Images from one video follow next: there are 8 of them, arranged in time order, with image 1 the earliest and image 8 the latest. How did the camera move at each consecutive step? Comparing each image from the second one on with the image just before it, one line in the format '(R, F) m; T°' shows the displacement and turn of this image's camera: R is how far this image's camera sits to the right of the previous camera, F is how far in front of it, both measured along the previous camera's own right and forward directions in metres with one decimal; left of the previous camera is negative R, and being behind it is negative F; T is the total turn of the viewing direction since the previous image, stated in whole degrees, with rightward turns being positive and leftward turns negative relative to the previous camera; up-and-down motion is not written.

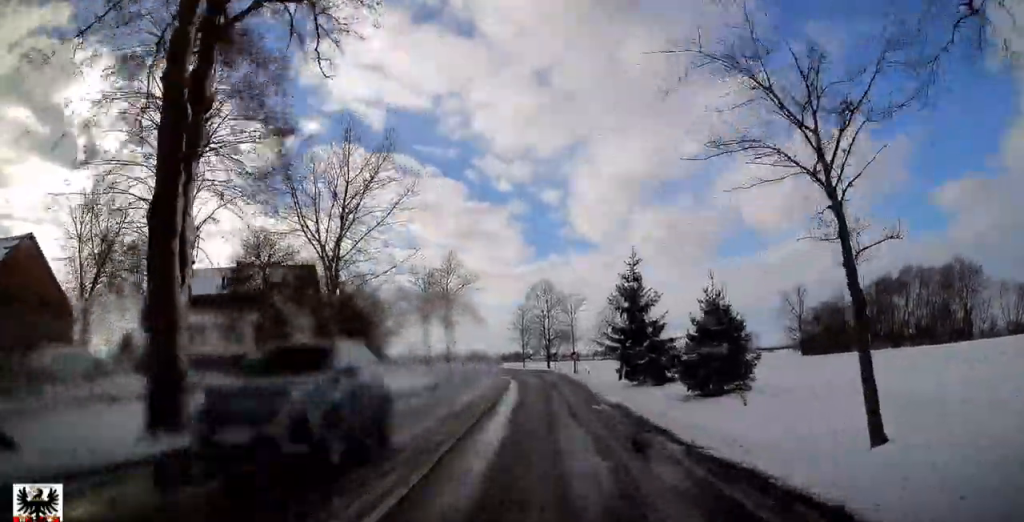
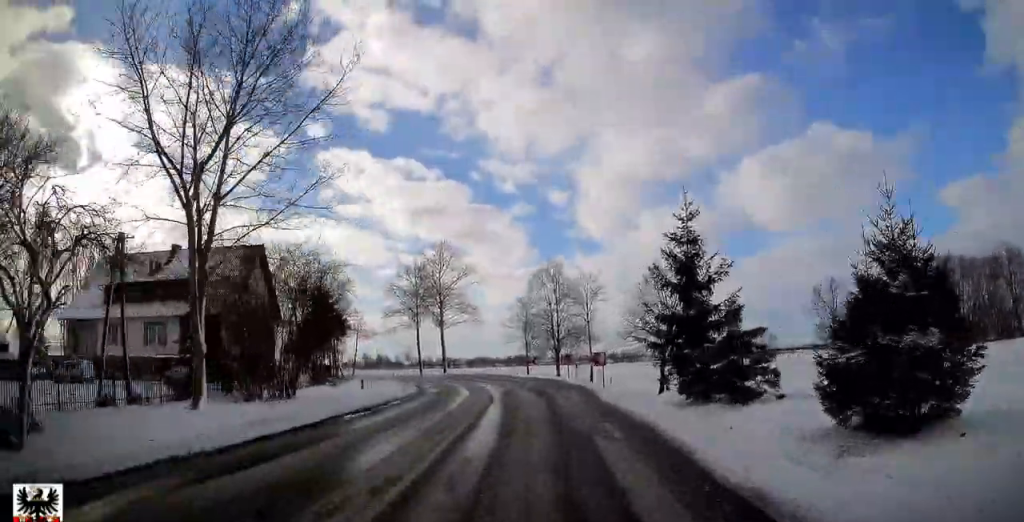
(-0.2, +13.5) m; -2°
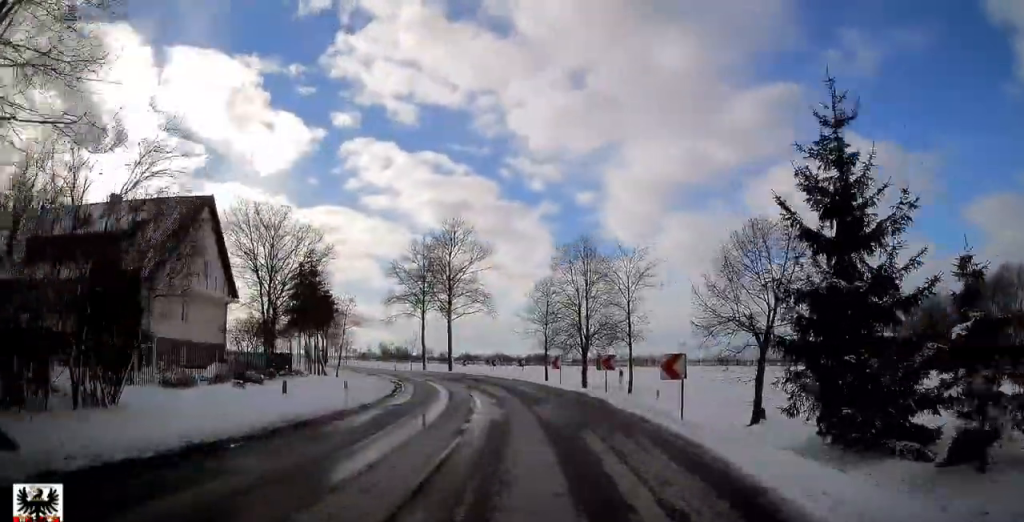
(+0.2, +13.0) m; -2°
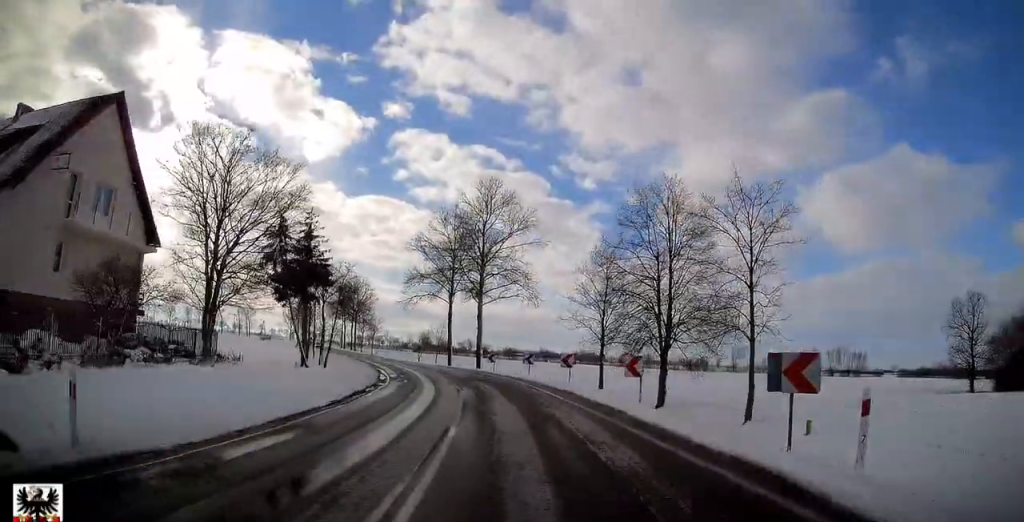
(-0.8, +16.1) m; -5°
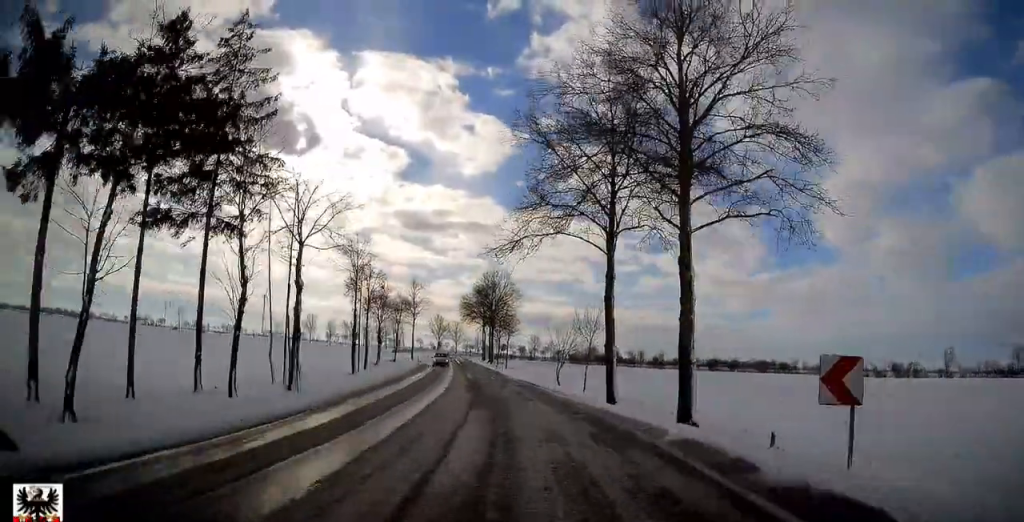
(-4.6, +40.5) m; -14°
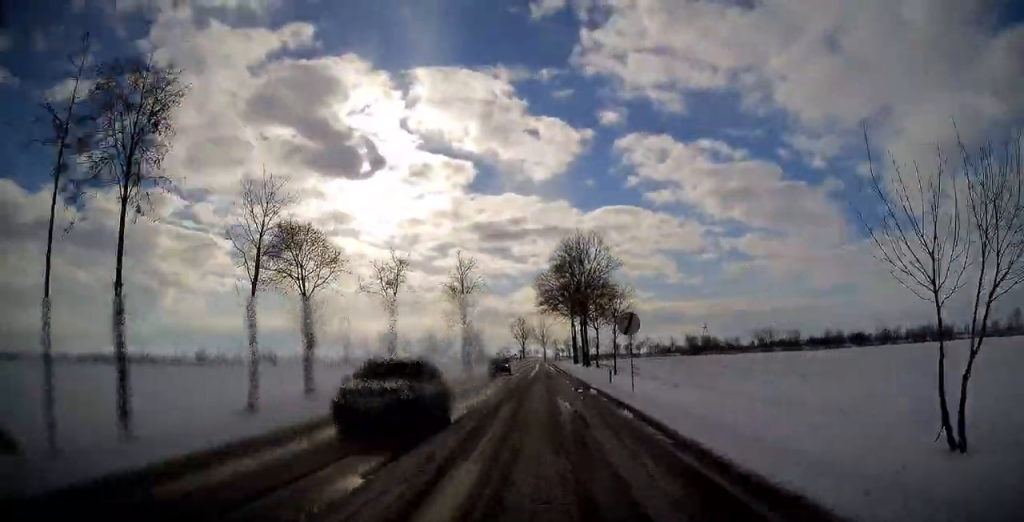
(-4.0, +42.1) m; -7°
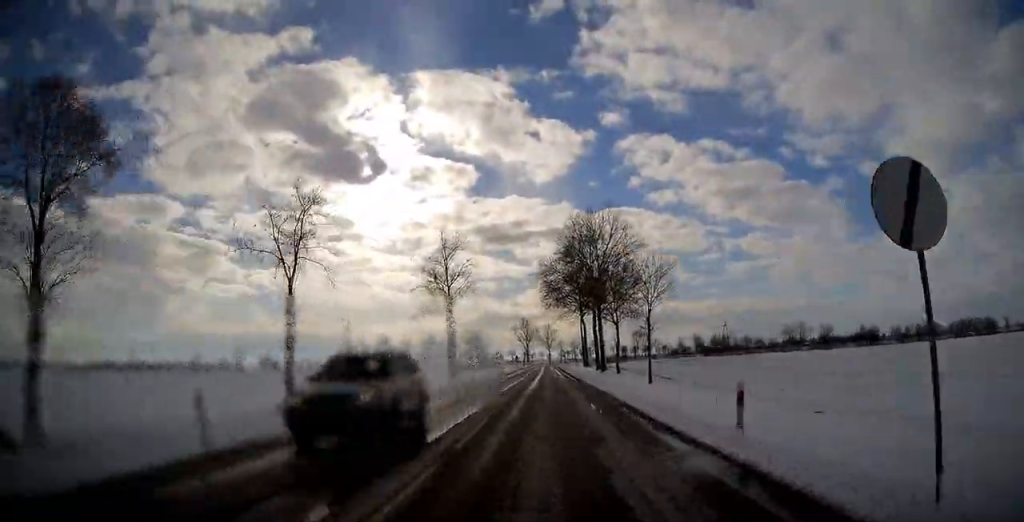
(-0.3, +16.5) m; -1°
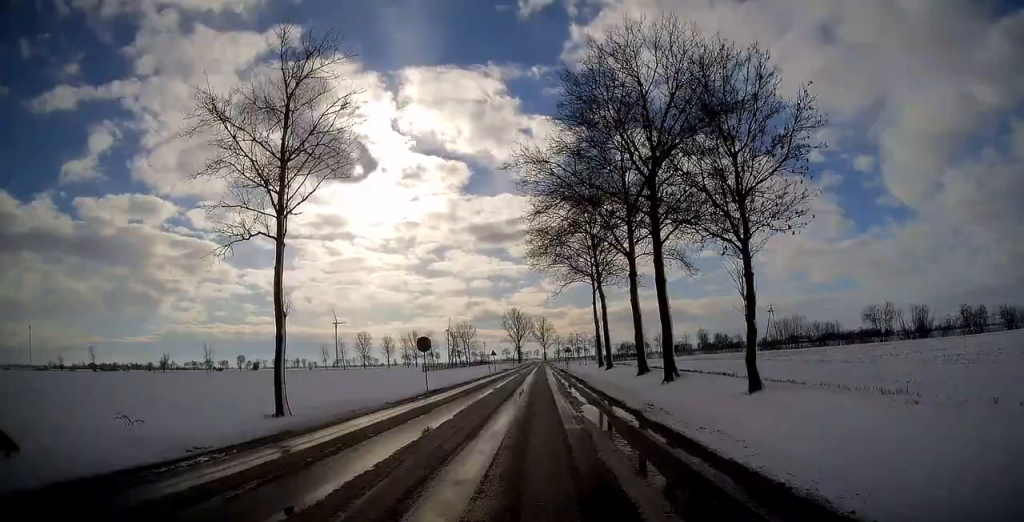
(0.0, +40.6) m; 0°
